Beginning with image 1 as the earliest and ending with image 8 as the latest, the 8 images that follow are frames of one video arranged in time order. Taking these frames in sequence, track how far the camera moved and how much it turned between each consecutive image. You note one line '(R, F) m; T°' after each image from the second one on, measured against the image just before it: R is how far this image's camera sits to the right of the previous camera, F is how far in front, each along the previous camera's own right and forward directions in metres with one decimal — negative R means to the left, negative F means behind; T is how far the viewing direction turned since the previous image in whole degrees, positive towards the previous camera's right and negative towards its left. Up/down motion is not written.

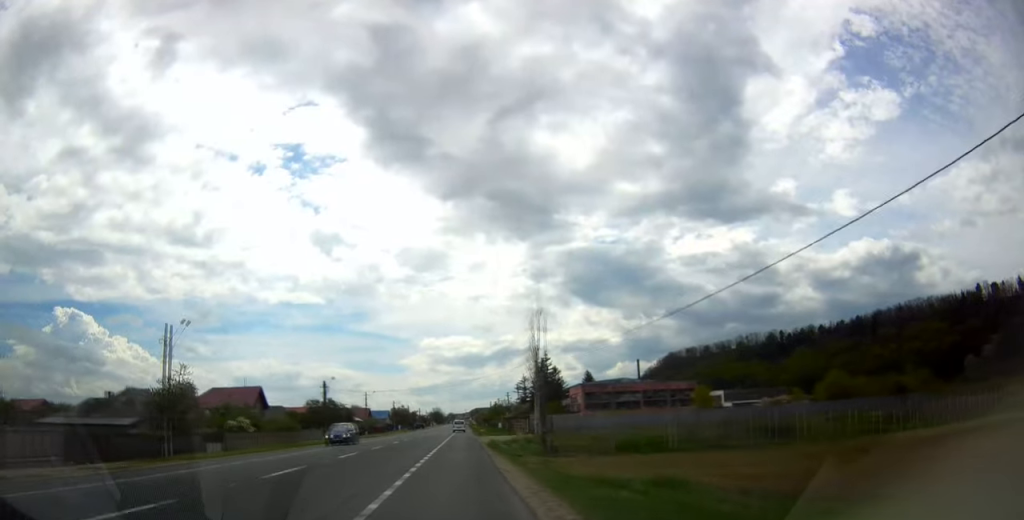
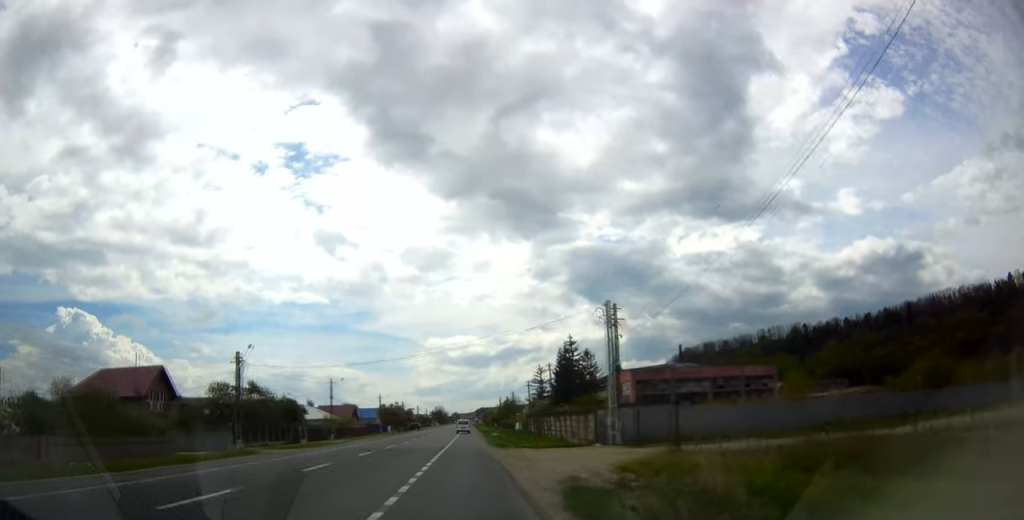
(-0.4, +31.6) m; 0°
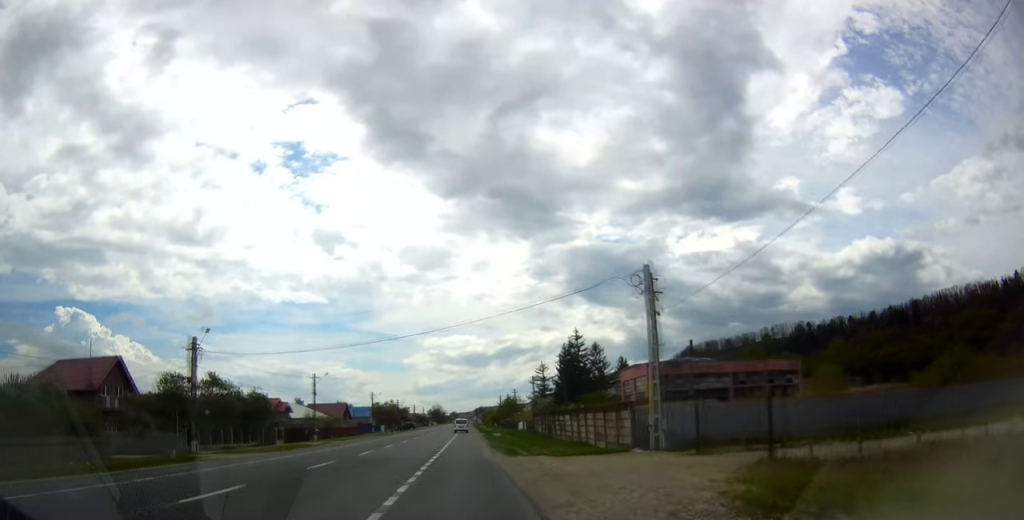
(+0.1, +8.3) m; +1°
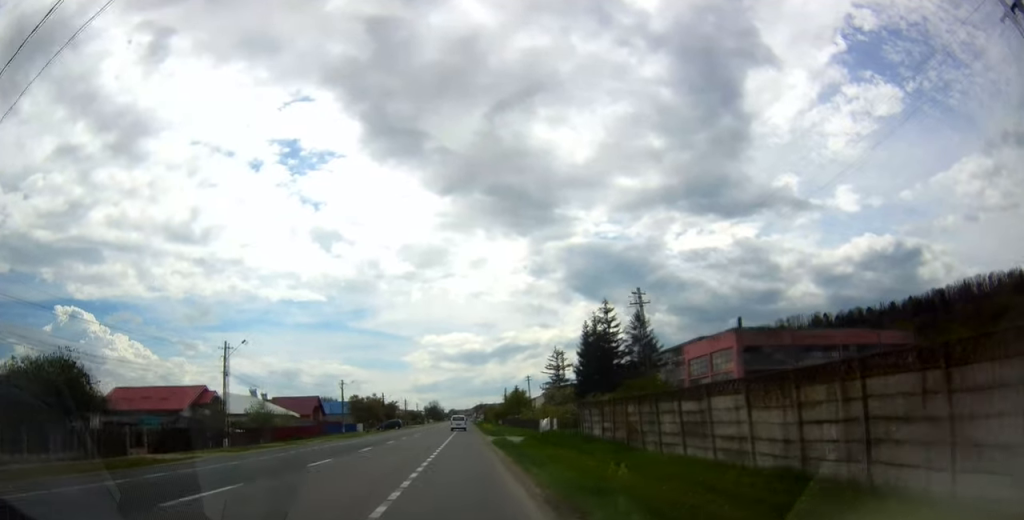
(+0.3, +26.6) m; +1°
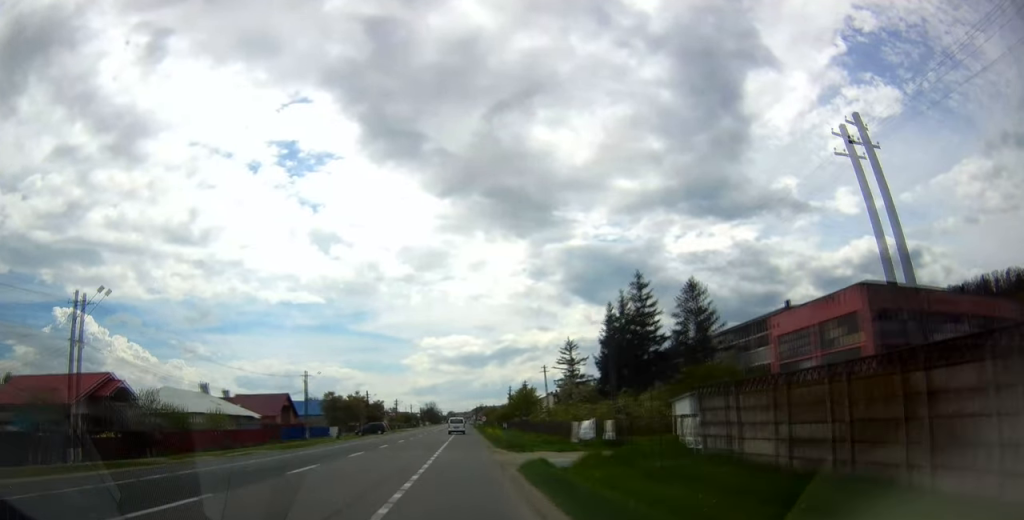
(-0.2, +19.4) m; -2°
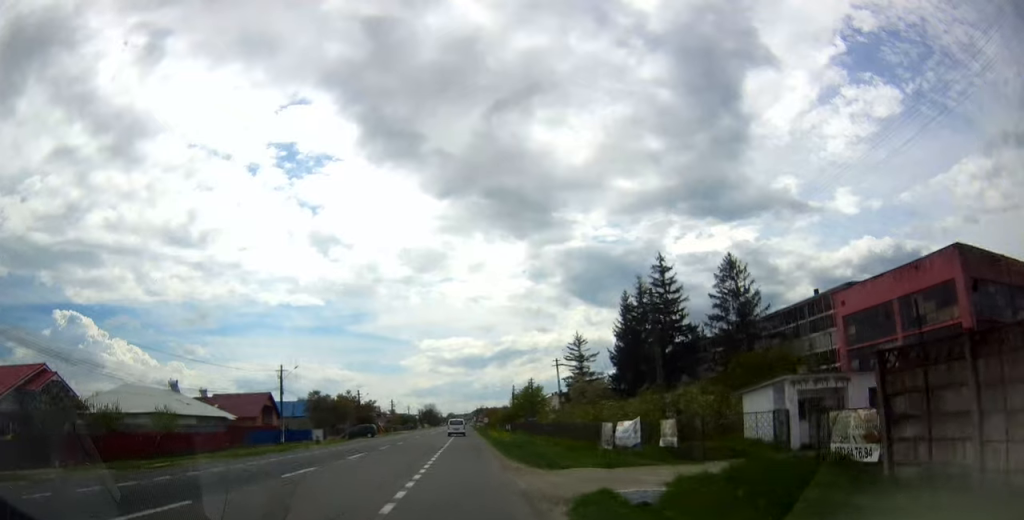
(-0.2, +9.2) m; -1°
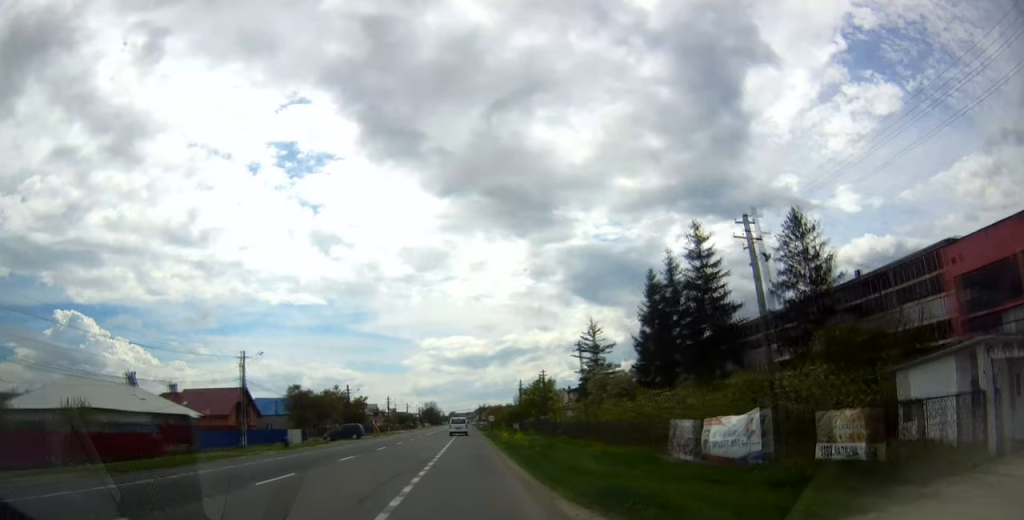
(0.0, +11.0) m; 0°
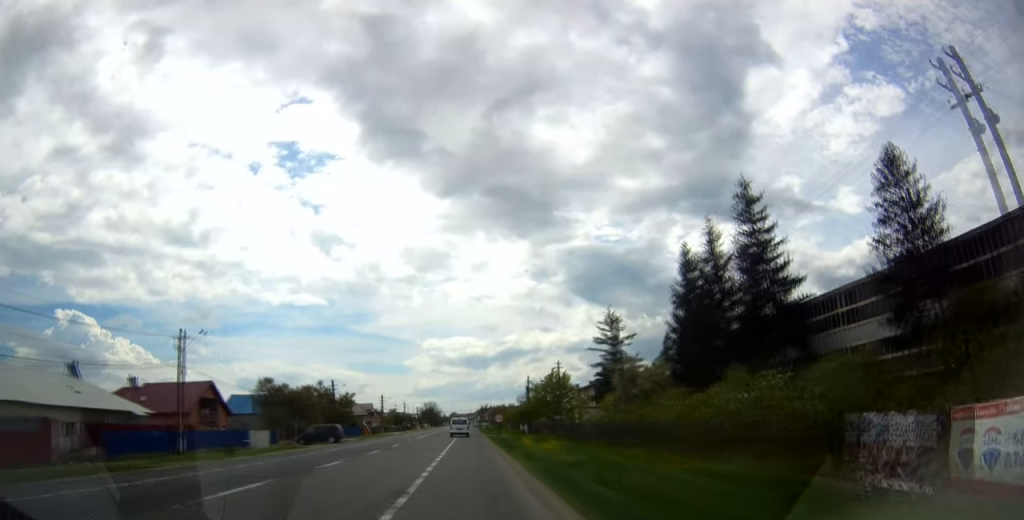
(+0.1, +11.5) m; +1°
